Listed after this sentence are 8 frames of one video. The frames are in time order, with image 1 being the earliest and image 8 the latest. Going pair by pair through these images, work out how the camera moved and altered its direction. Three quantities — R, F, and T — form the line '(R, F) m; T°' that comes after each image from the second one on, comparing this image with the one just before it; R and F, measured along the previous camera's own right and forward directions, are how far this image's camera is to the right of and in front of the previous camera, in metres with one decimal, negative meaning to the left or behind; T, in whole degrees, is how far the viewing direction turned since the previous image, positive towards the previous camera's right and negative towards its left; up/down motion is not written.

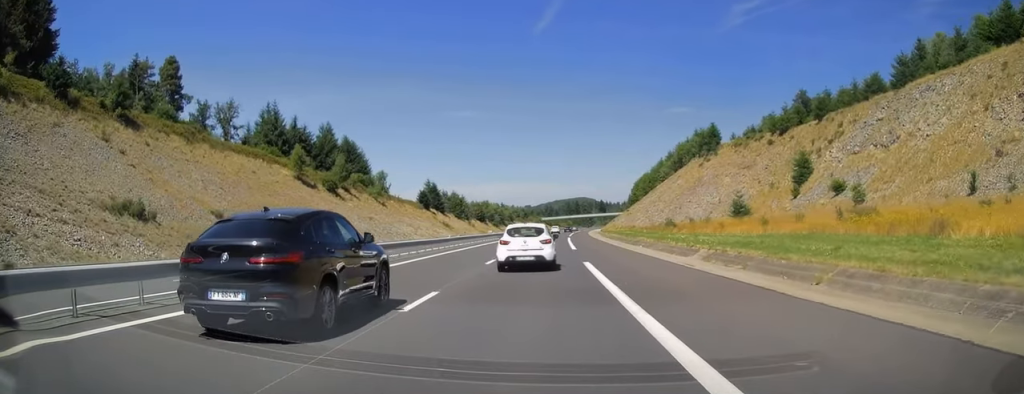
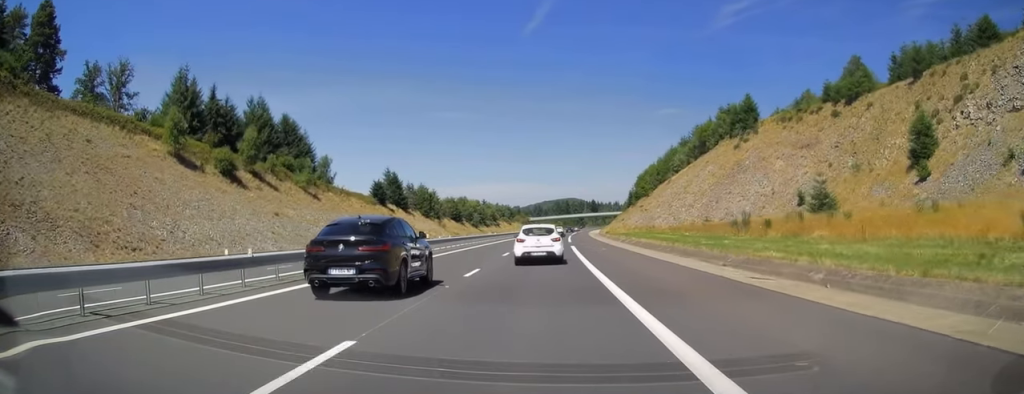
(+0.3, +31.6) m; +1°
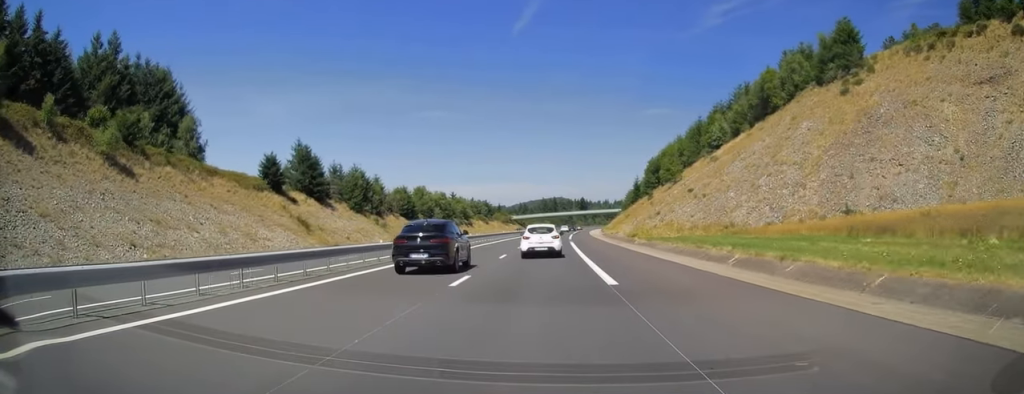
(+0.4, +42.1) m; +1°
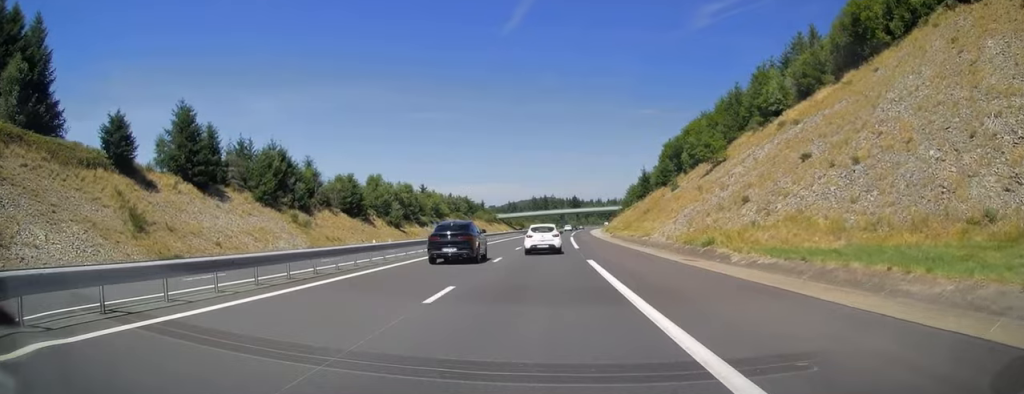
(+0.3, +29.2) m; +1°
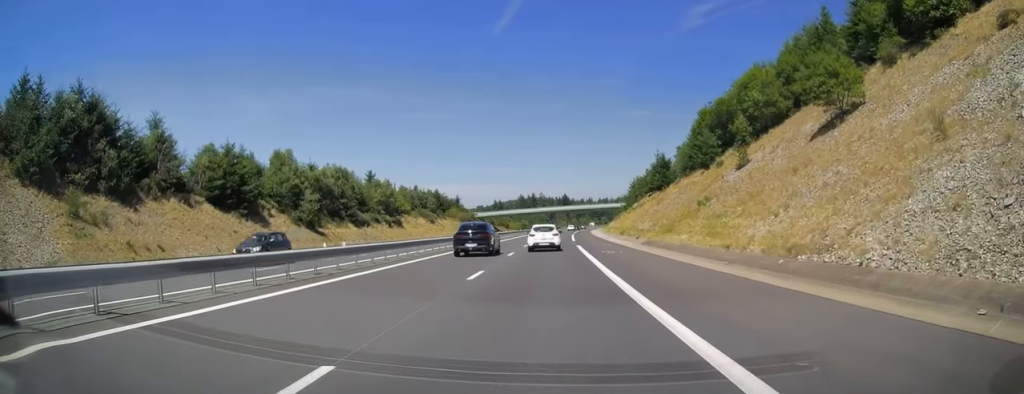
(+0.4, +34.0) m; +1°
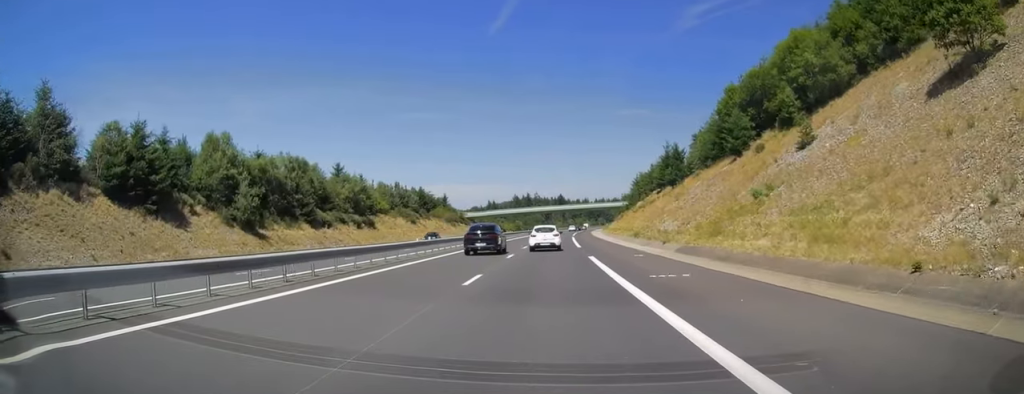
(0.0, +14.3) m; 0°
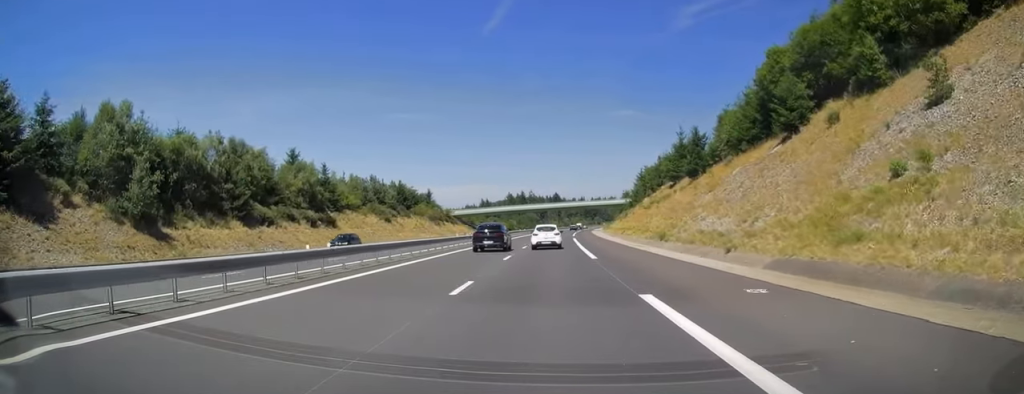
(-0.1, +15.3) m; 0°
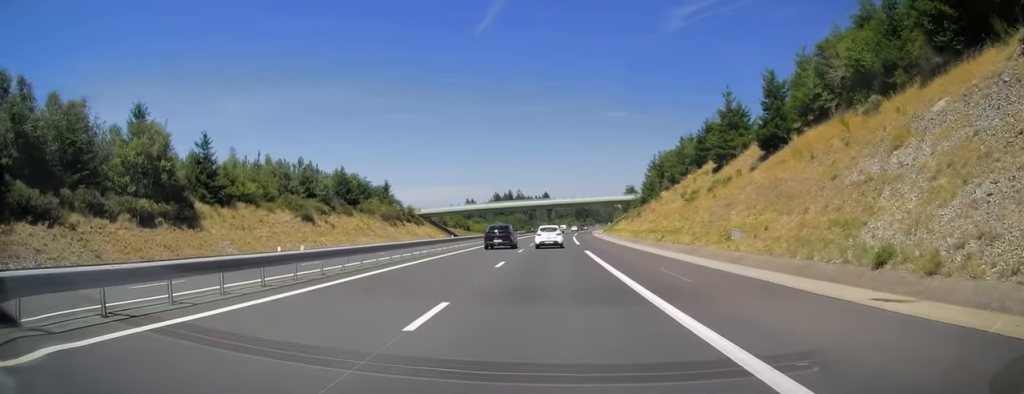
(+0.4, +30.1) m; +1°
